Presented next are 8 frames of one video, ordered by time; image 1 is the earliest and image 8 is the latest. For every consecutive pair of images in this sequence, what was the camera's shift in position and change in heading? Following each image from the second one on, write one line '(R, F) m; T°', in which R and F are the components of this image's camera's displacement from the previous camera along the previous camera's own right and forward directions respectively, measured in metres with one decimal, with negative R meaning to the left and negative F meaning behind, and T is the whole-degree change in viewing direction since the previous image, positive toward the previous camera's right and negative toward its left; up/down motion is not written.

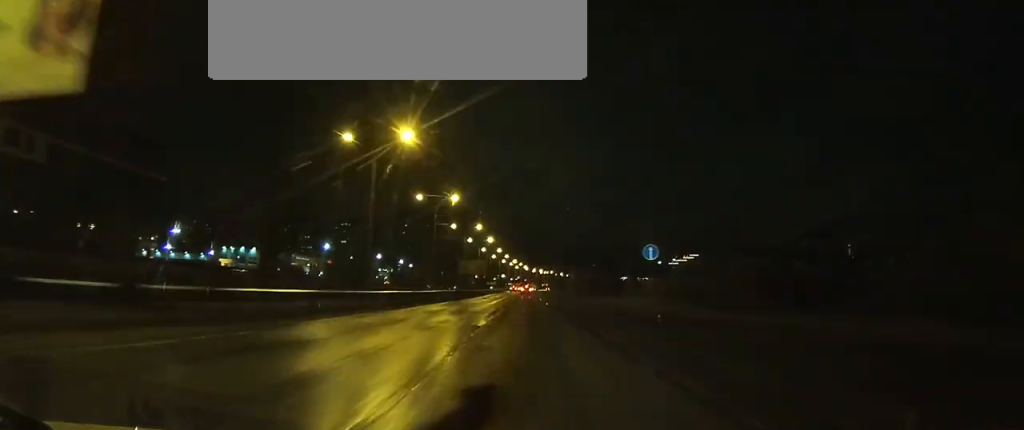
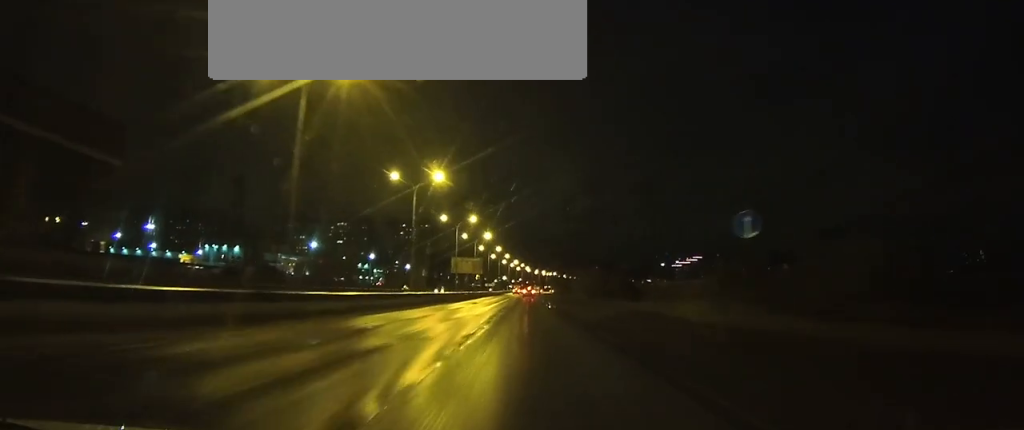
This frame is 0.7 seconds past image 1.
(0.0, +14.5) m; 0°
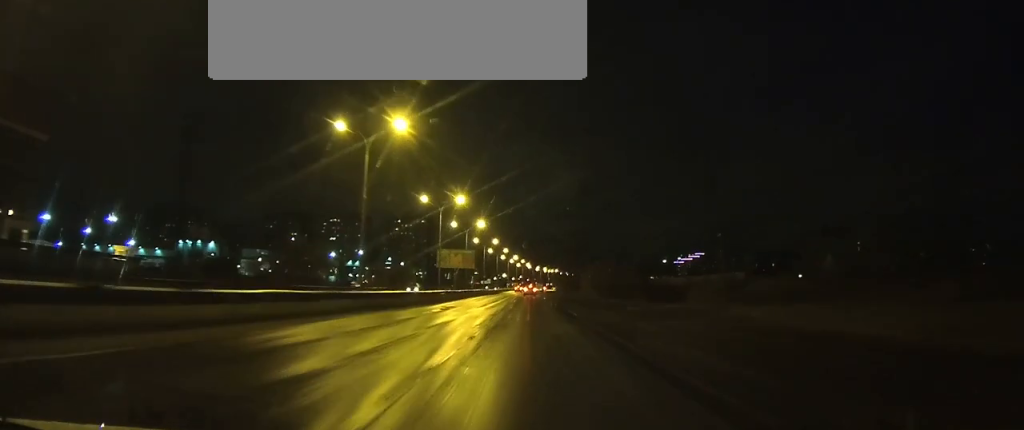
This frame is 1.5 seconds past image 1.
(0.0, +18.8) m; 0°
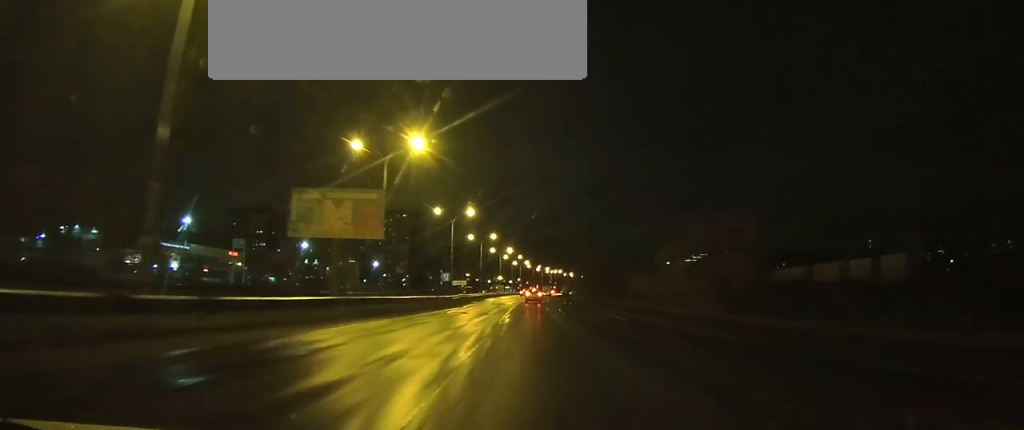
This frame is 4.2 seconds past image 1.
(-0.3, +72.5) m; 0°
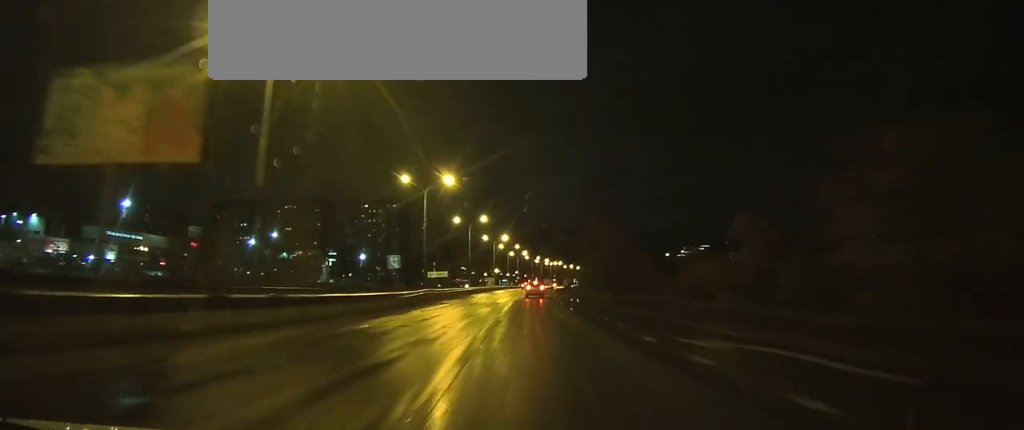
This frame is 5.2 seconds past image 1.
(+0.1, +23.7) m; 0°
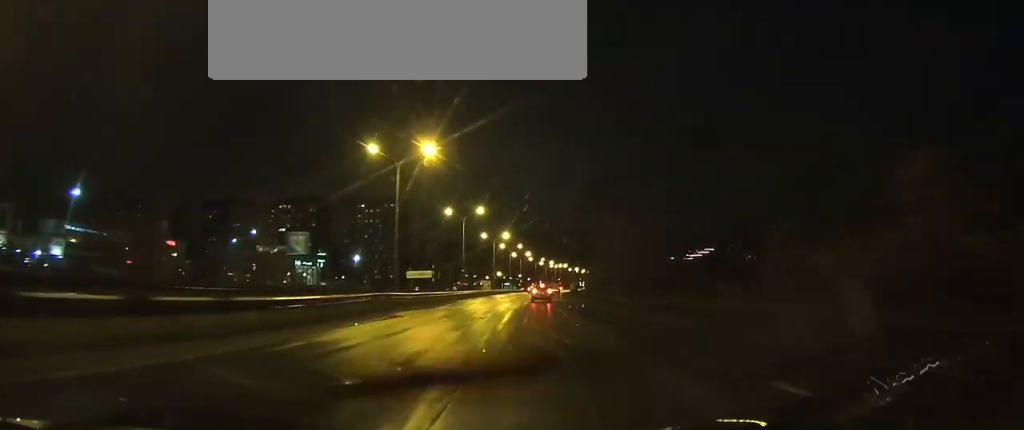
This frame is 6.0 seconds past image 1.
(0.0, +15.6) m; 0°
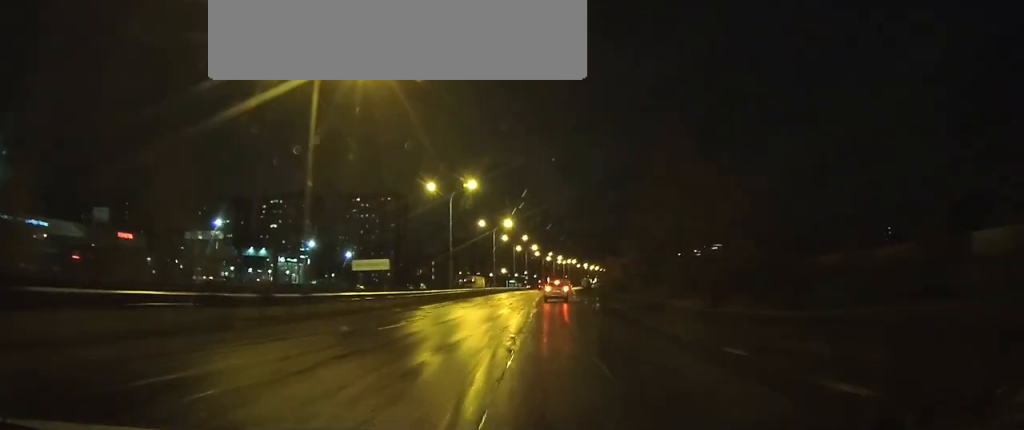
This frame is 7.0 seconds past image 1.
(-0.1, +20.3) m; 0°
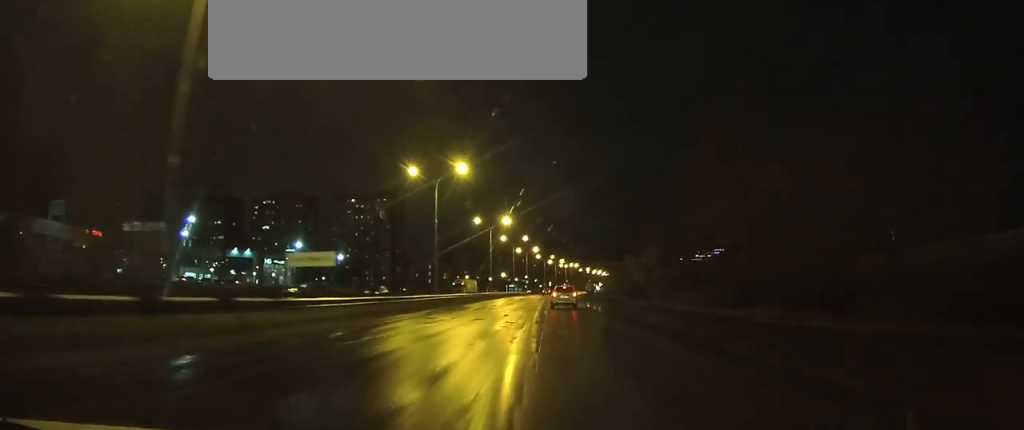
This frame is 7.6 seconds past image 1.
(0.0, +10.8) m; 0°
